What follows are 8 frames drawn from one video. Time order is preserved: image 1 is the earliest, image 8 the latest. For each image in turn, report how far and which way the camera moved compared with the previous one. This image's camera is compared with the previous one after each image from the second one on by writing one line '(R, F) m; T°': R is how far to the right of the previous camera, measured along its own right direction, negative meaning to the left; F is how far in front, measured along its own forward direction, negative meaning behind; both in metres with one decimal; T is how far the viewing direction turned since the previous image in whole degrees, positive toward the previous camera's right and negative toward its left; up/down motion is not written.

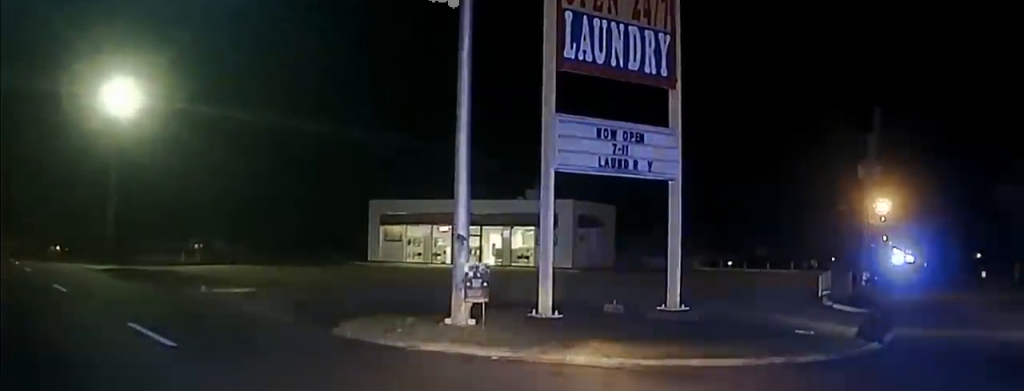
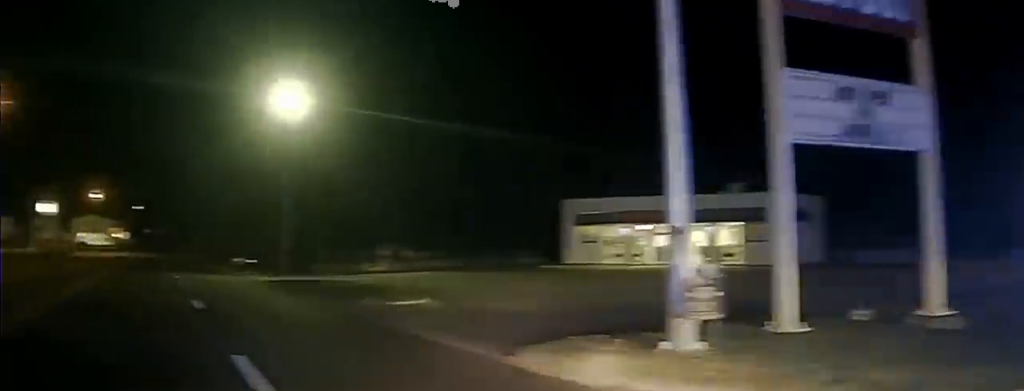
(-3.4, +5.3) m; -72°
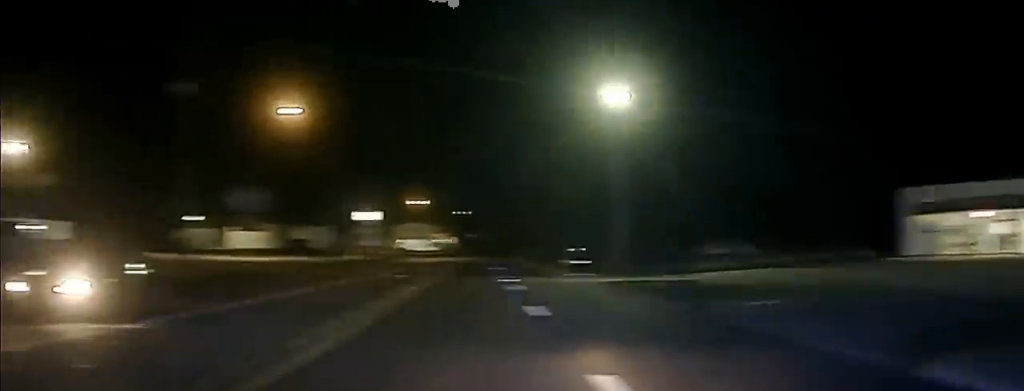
(-0.4, +1.2) m; -31°
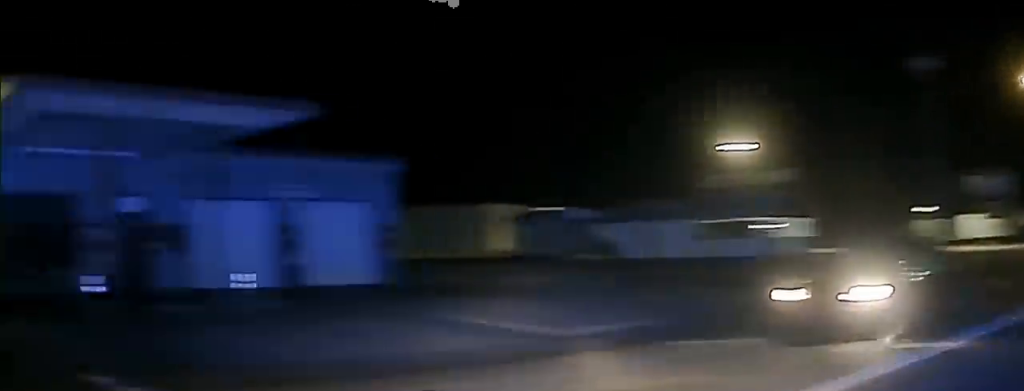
(-1.4, +3.0) m; -32°
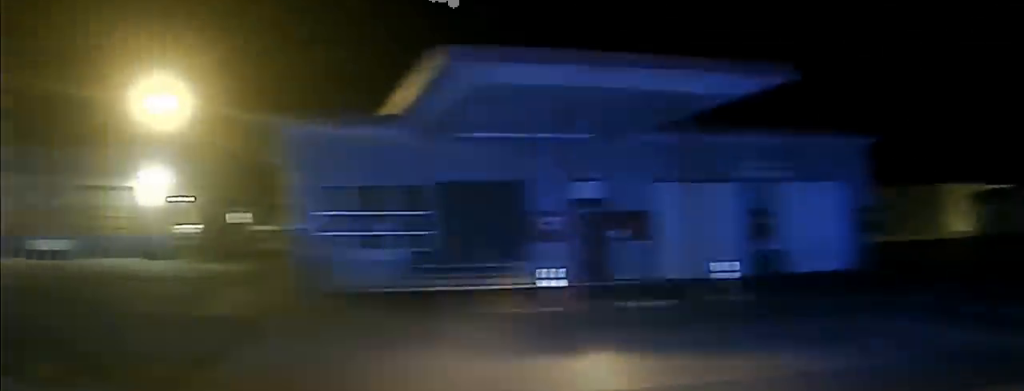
(-0.2, +2.3) m; -13°
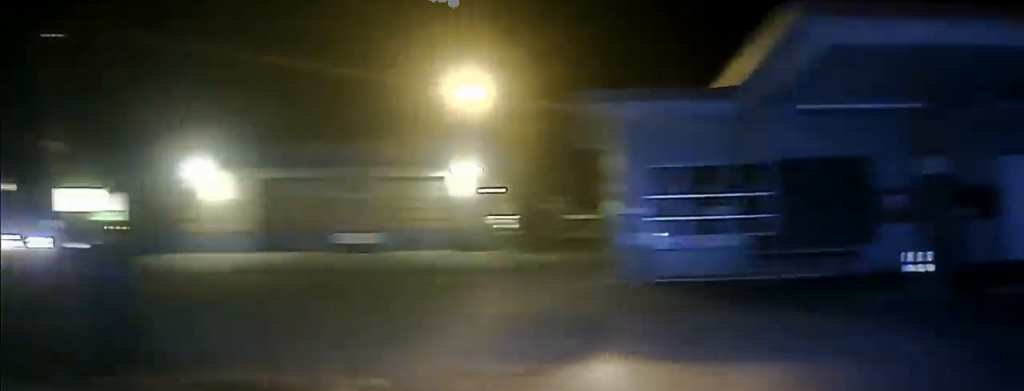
(0.0, +1.5) m; -14°
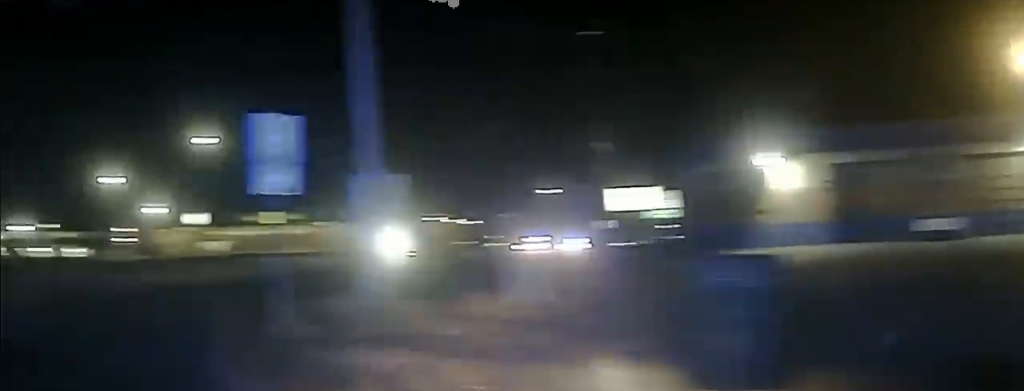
(-0.4, +2.5) m; -24°
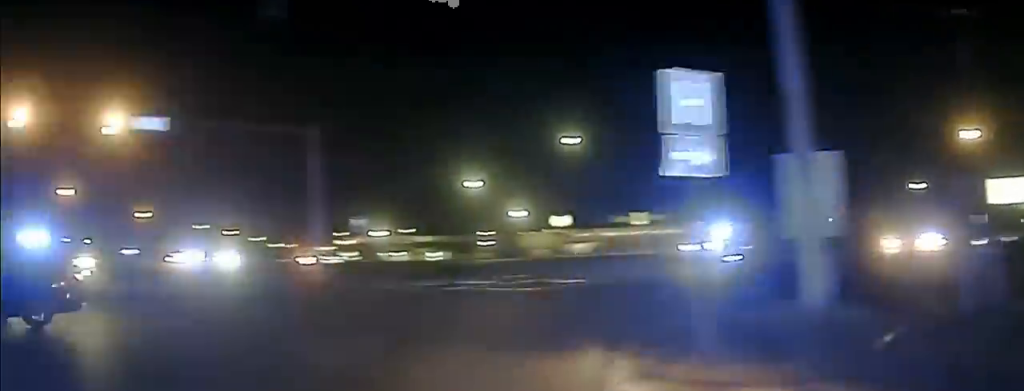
(-0.7, +2.4) m; -17°
